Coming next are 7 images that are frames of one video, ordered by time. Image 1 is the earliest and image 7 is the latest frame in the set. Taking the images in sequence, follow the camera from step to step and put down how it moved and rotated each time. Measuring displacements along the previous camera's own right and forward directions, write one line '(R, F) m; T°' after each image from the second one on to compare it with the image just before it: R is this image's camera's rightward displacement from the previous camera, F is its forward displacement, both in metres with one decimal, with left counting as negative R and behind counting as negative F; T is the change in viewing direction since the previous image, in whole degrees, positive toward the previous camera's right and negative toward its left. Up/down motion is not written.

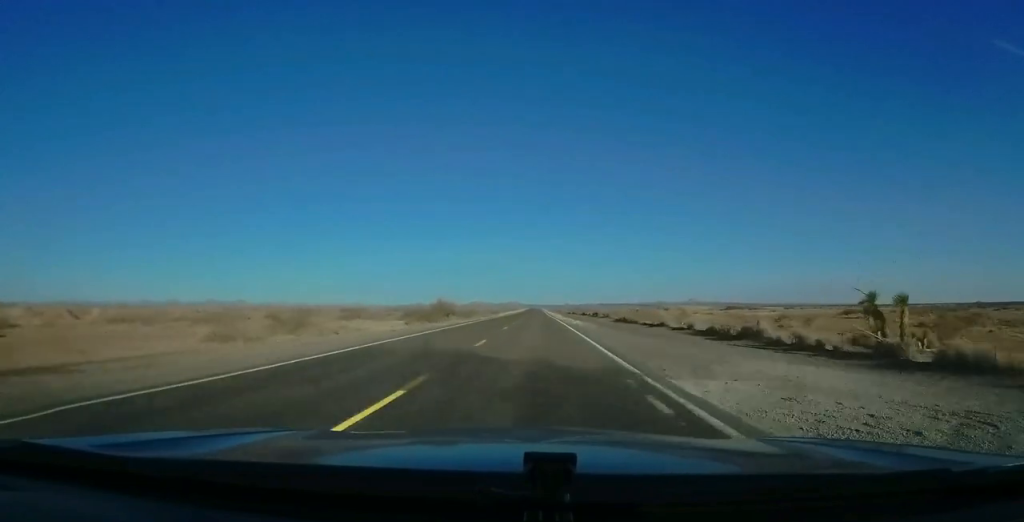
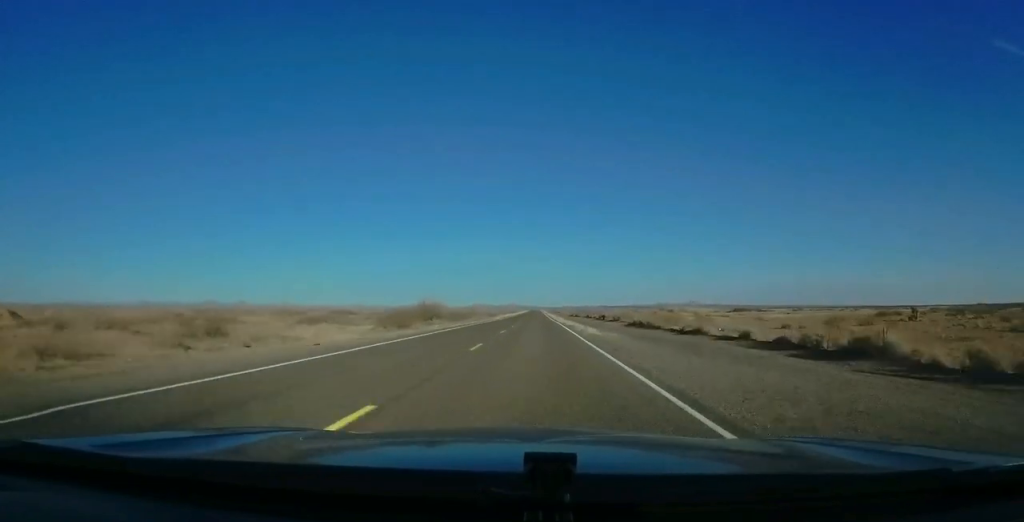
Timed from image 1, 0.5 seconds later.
(+0.3, +13.5) m; 0°
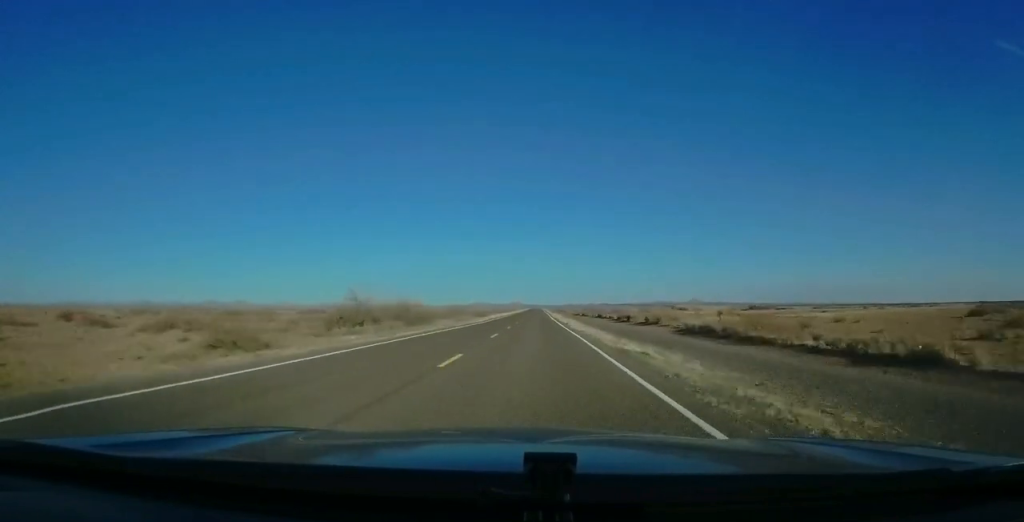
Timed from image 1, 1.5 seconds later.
(-0.5, +28.8) m; -1°
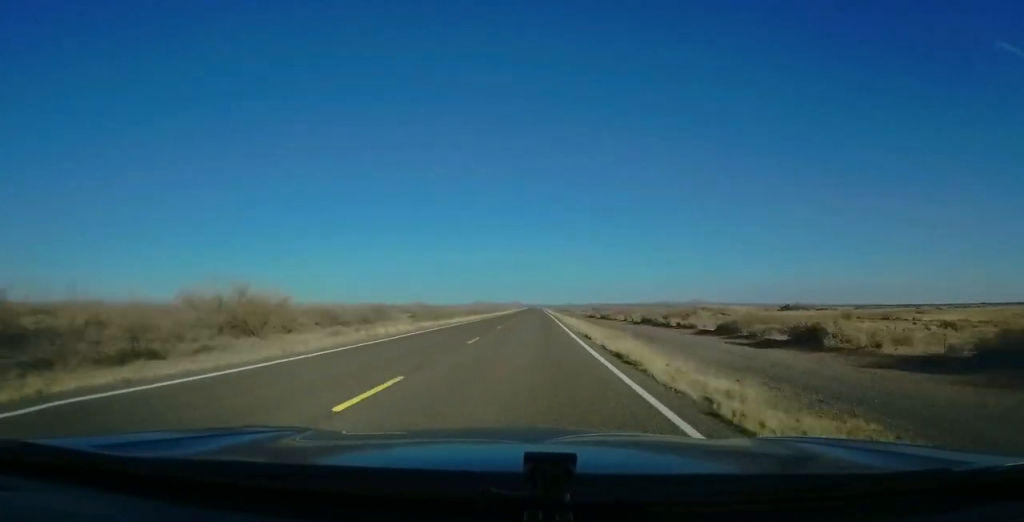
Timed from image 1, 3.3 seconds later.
(0.0, +53.9) m; +1°
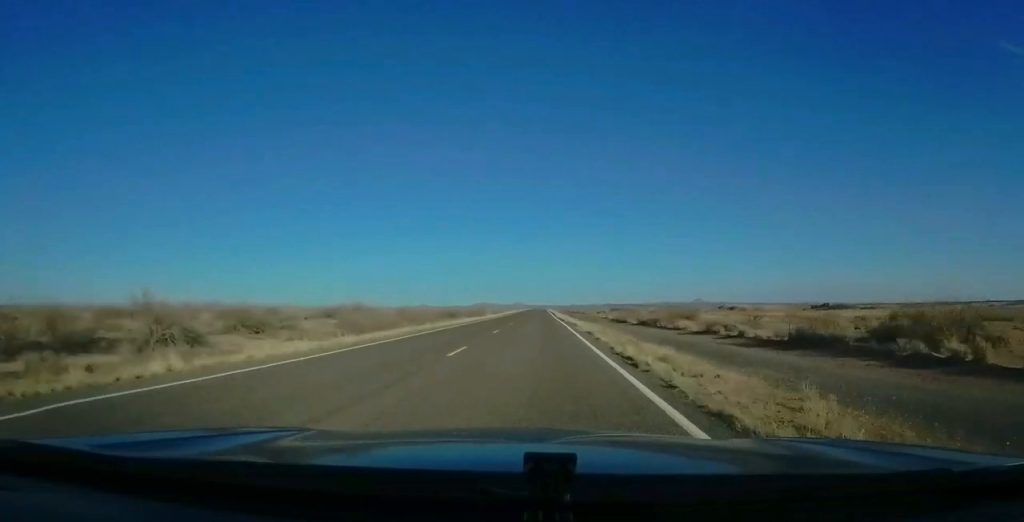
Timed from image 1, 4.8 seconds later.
(+0.4, +41.6) m; 0°
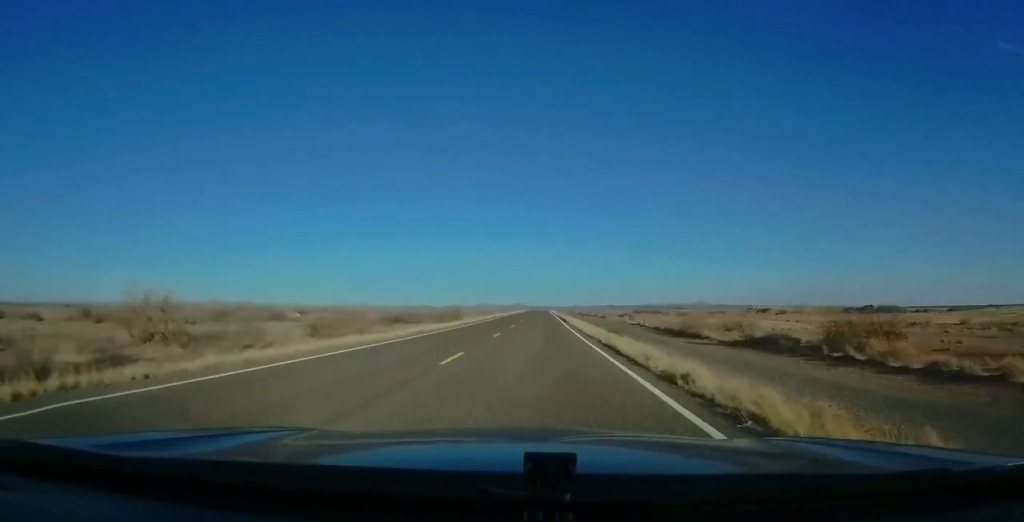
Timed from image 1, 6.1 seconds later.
(+0.1, +38.5) m; 0°
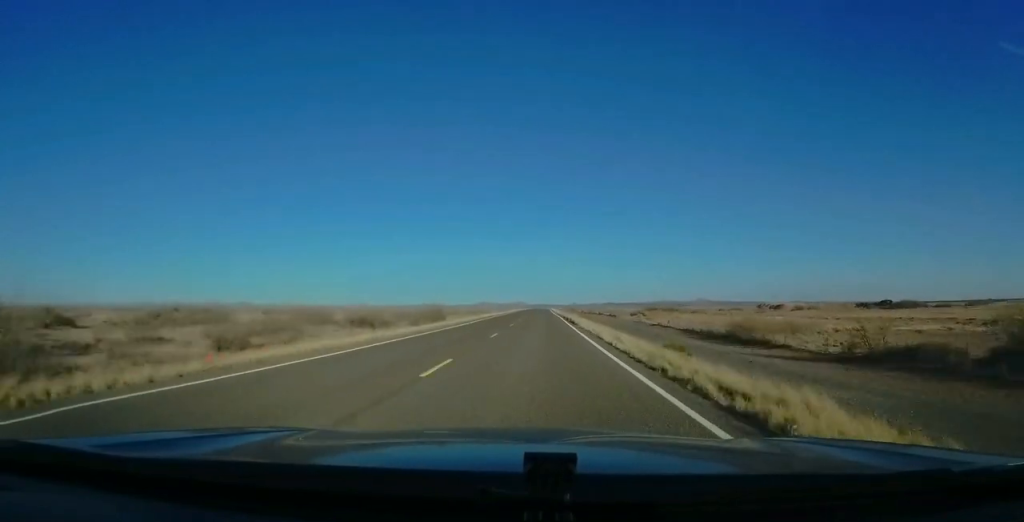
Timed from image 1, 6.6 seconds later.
(+0.1, +14.4) m; 0°
